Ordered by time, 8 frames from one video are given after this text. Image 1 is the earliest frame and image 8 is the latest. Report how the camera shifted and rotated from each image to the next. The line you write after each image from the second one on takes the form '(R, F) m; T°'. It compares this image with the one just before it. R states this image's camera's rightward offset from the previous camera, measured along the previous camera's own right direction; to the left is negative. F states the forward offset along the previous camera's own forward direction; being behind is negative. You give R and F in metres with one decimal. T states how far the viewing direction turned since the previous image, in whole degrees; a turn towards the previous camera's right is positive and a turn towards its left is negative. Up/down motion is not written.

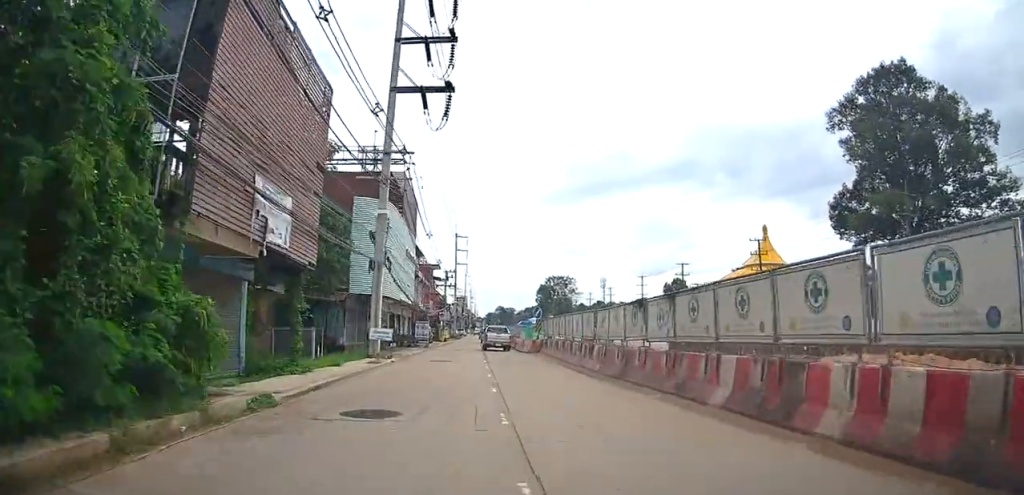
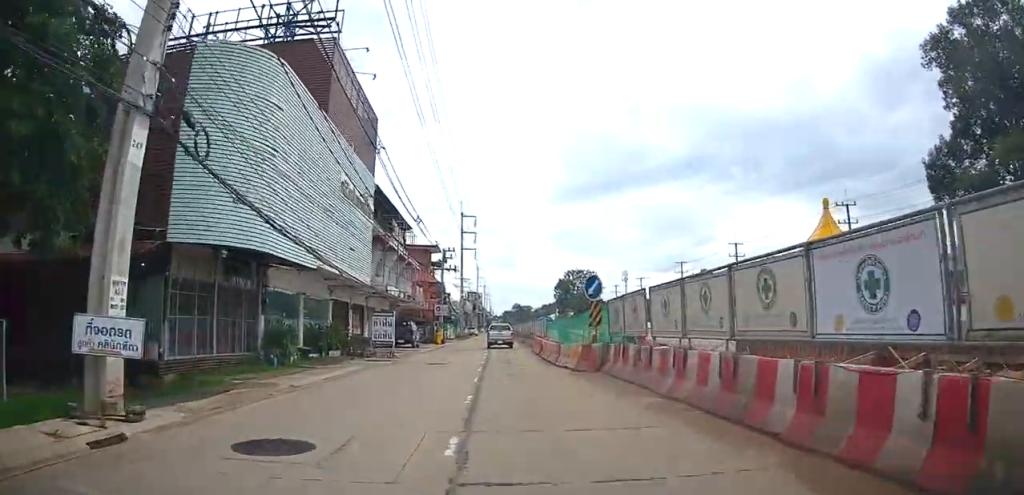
(-0.5, +17.9) m; -3°
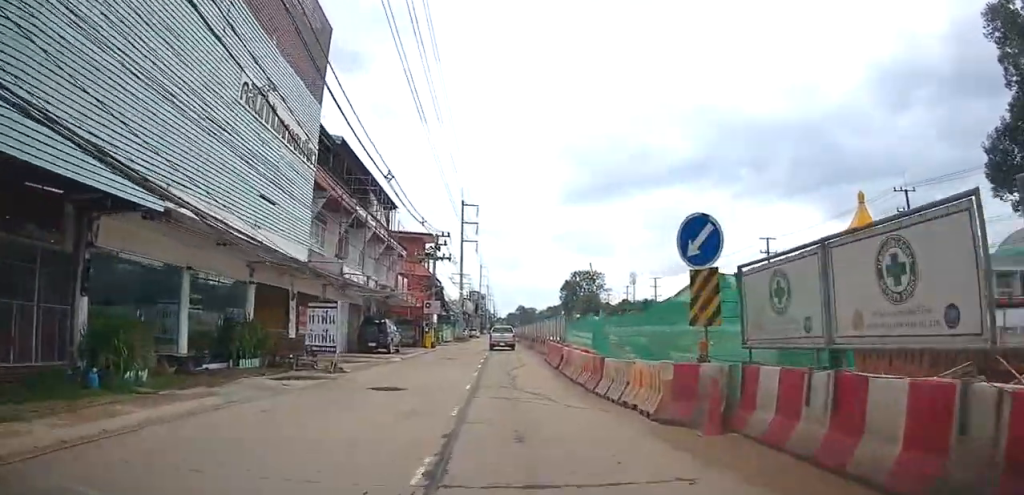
(0.0, +8.9) m; 0°
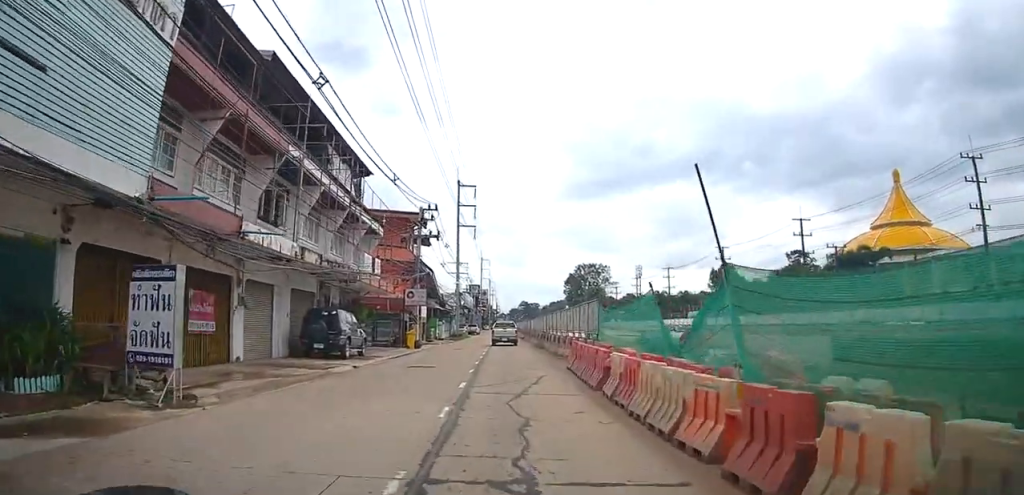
(+0.1, +8.6) m; -1°
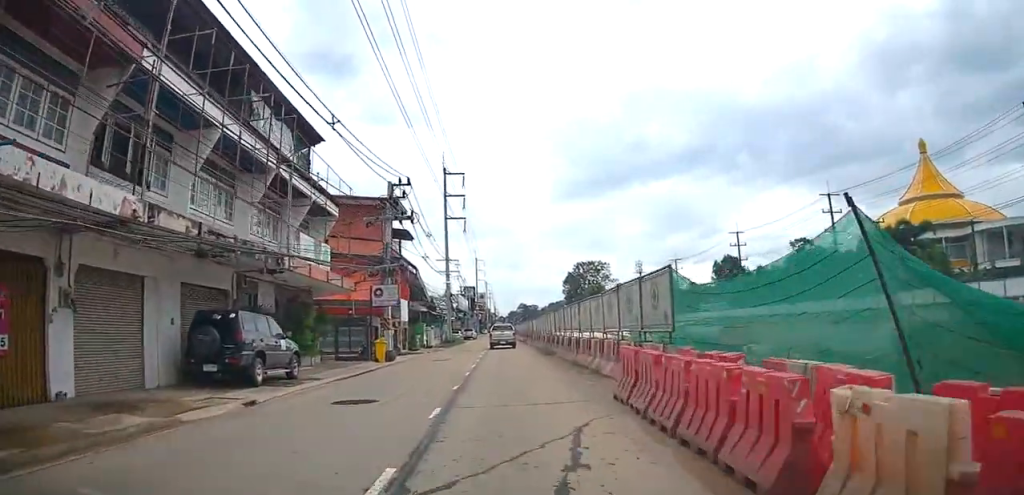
(-0.2, +7.7) m; 0°
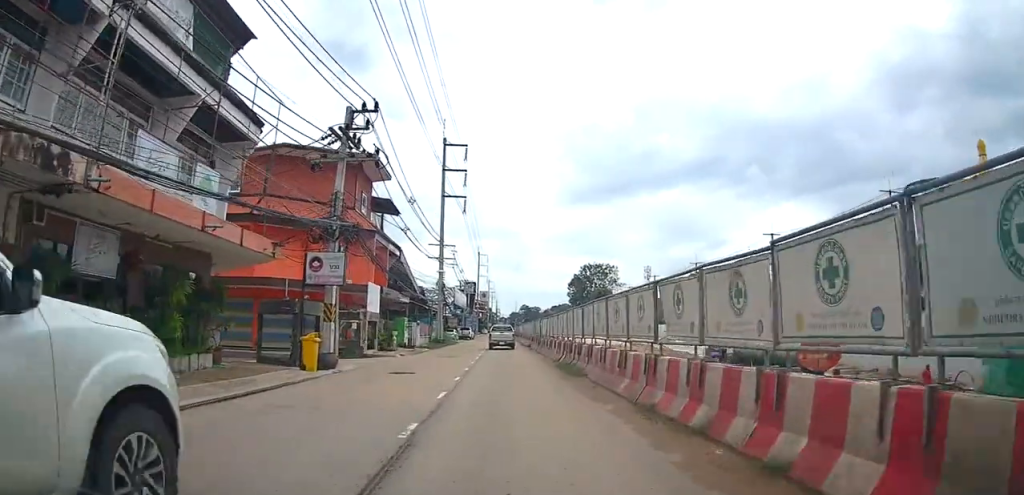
(+0.1, +9.4) m; +1°
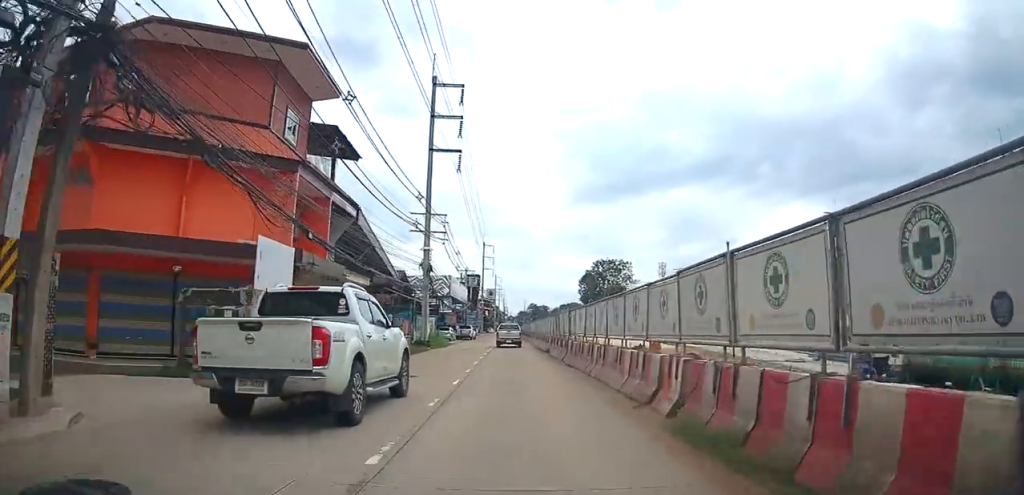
(+0.1, +13.8) m; 0°
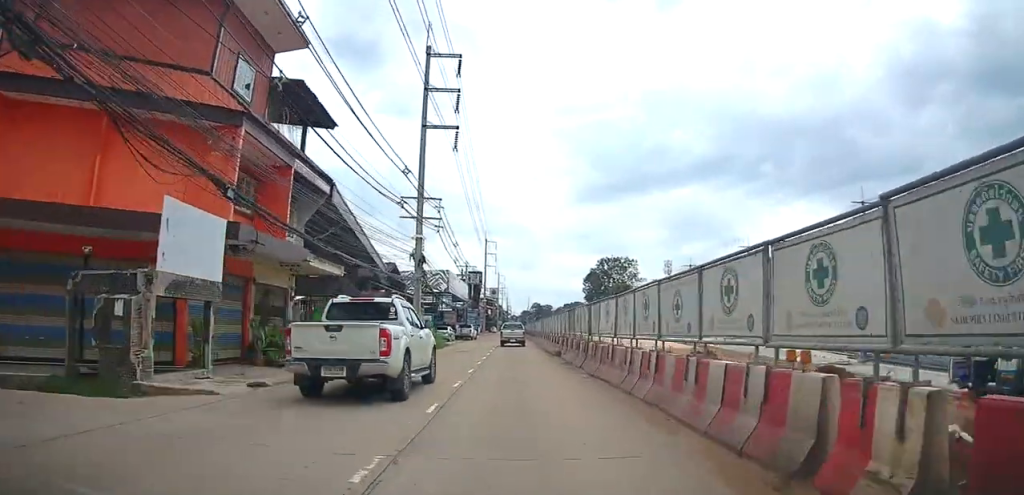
(0.0, +4.7) m; -1°
